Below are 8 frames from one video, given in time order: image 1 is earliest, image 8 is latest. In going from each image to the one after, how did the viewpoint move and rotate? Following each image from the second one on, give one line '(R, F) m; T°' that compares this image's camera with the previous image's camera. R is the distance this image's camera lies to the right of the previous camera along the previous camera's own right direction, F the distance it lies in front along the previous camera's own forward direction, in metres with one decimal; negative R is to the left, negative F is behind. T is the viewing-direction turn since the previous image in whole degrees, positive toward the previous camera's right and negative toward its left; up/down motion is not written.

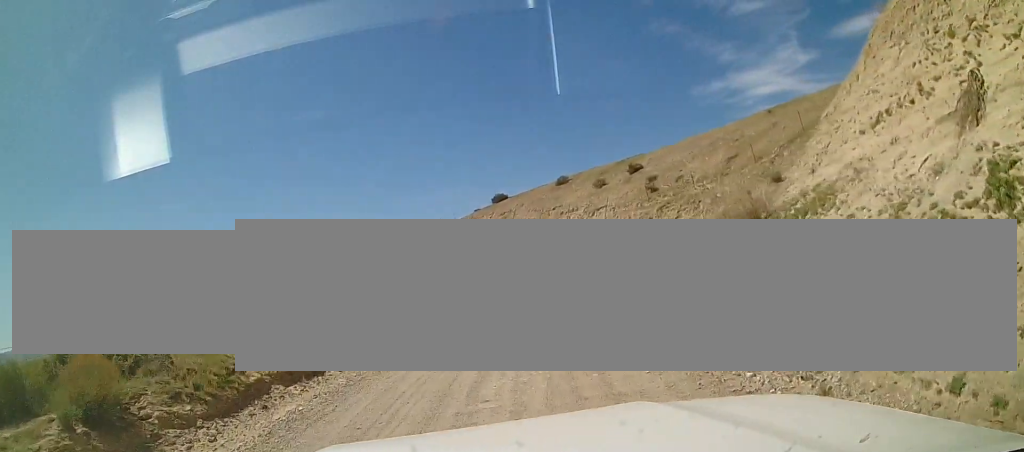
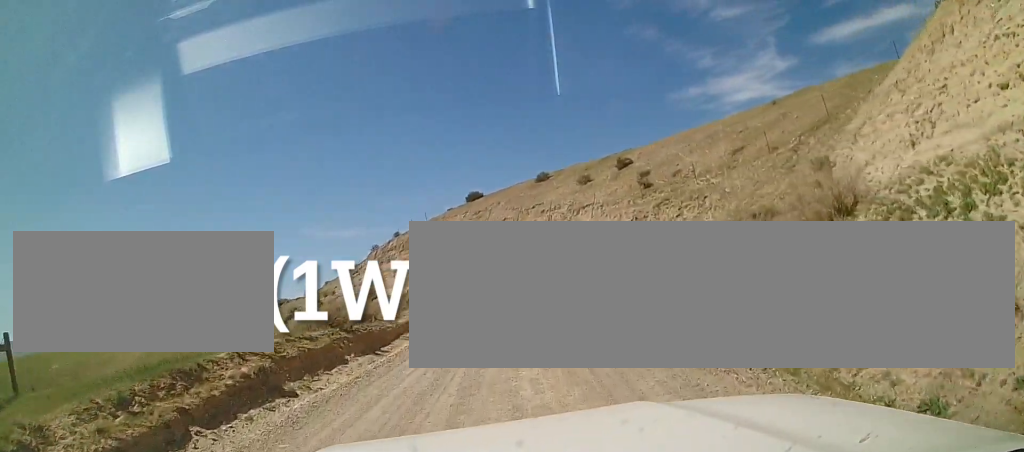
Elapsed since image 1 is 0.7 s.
(+0.1, +4.7) m; +2°
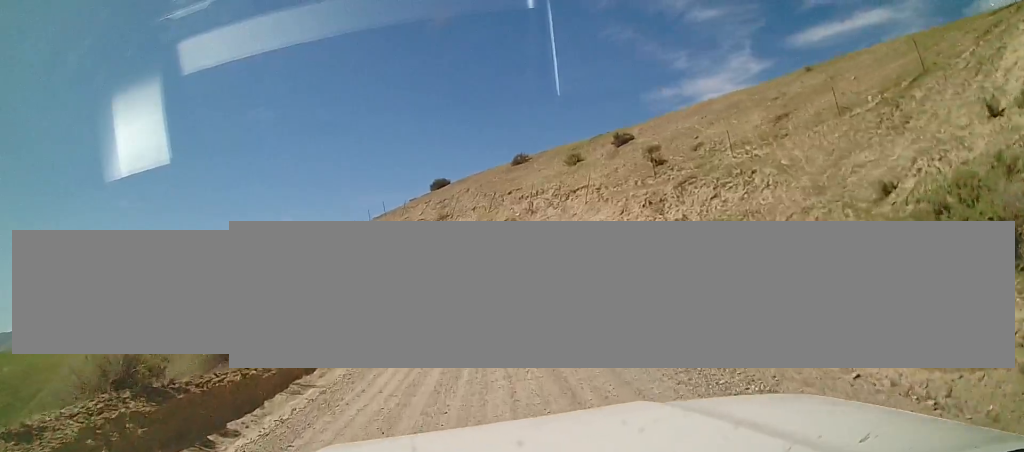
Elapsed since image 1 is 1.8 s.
(0.0, +8.3) m; 0°
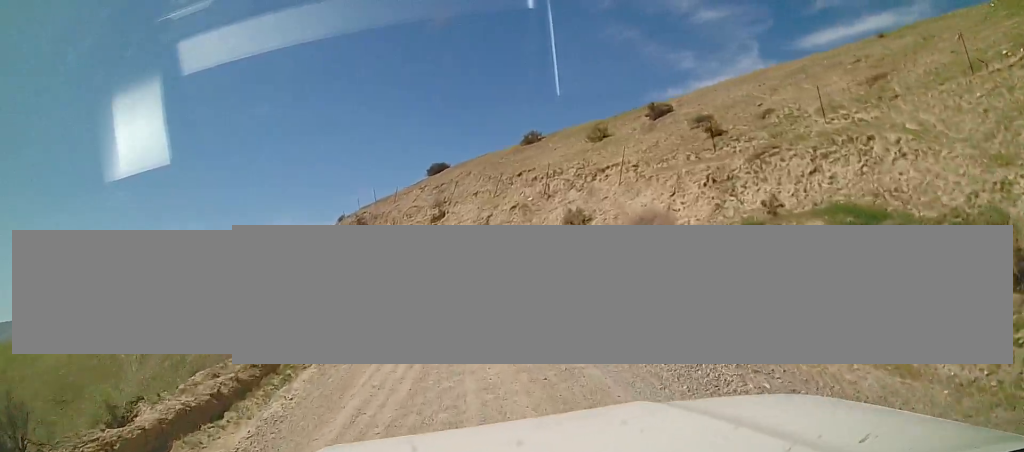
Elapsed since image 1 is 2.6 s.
(0.0, +6.4) m; +1°
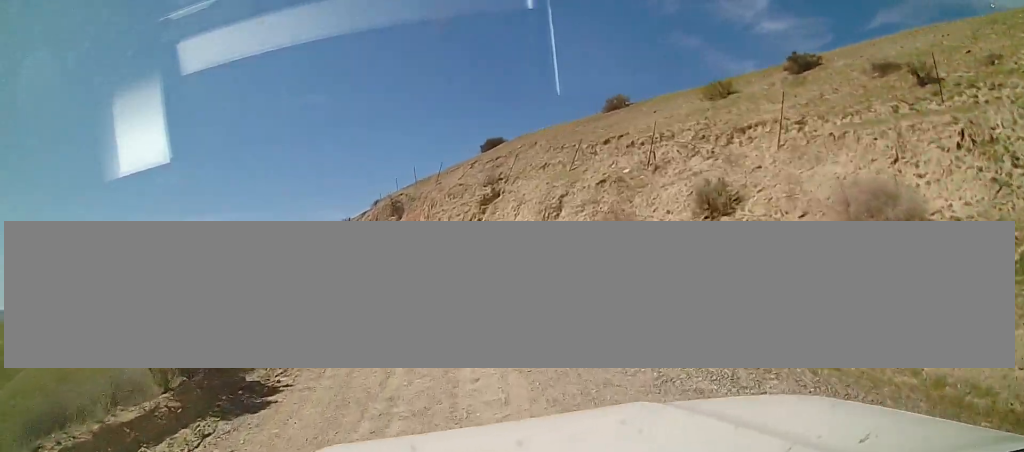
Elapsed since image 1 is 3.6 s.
(+0.2, +8.8) m; 0°
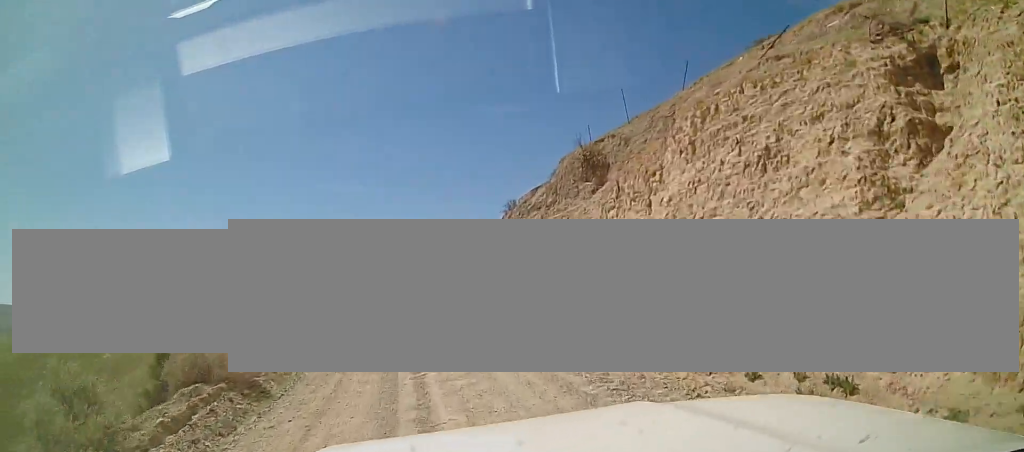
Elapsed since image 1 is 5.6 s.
(-2.7, +19.5) m; -18°
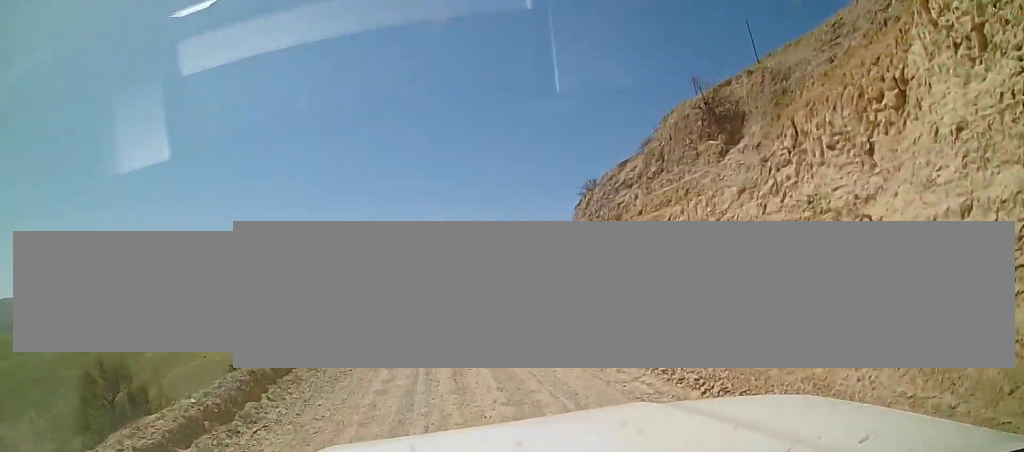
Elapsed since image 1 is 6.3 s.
(-0.1, +6.6) m; -6°
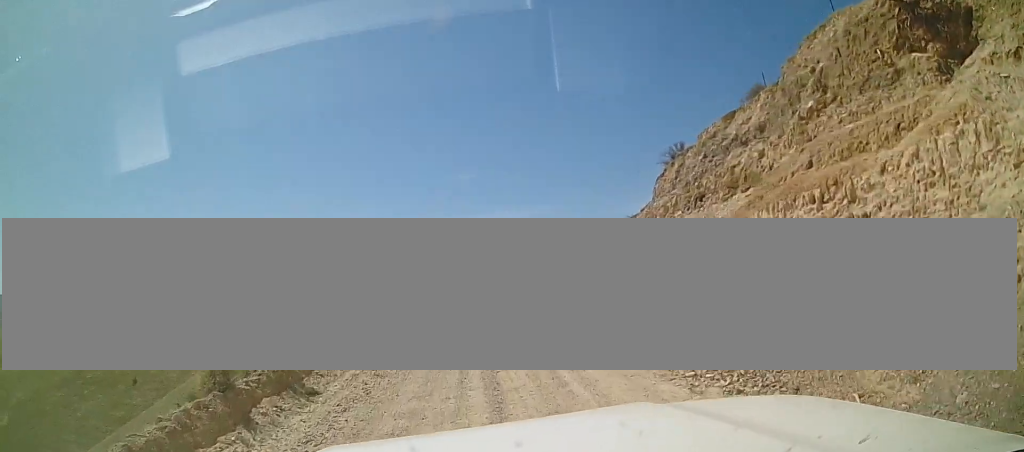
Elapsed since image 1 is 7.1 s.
(-0.7, +6.9) m; -5°
